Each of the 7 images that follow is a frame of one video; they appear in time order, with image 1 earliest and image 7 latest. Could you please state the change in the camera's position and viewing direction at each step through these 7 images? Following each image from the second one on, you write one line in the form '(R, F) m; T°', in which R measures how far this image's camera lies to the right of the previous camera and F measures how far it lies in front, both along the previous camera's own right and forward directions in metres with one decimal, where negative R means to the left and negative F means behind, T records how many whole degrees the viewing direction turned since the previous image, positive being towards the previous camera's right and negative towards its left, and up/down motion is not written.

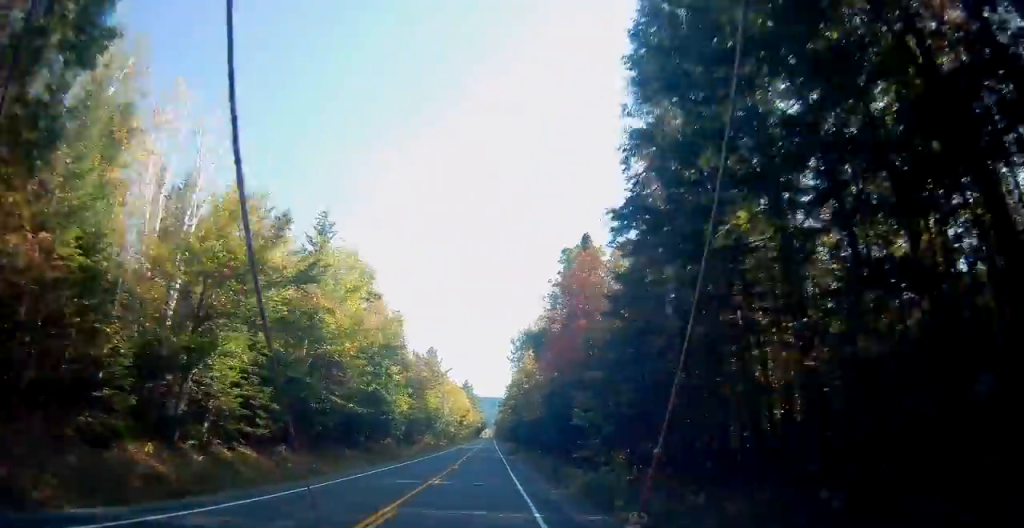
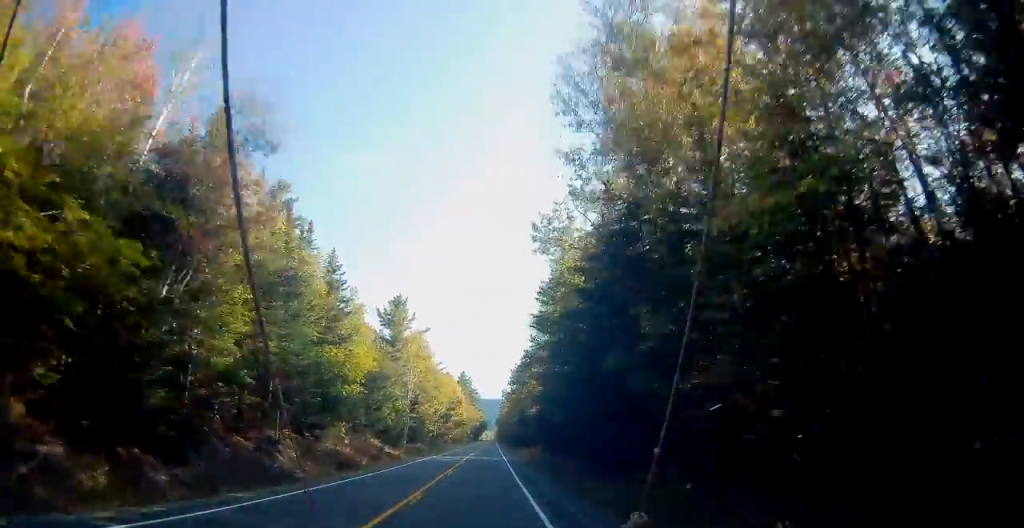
(+1.3, +57.2) m; +1°
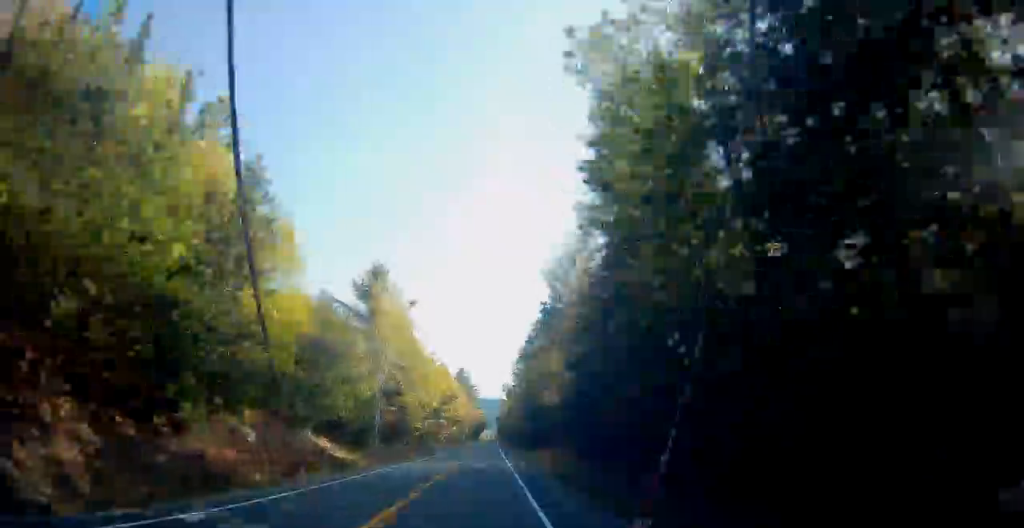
(-0.4, +17.9) m; -2°
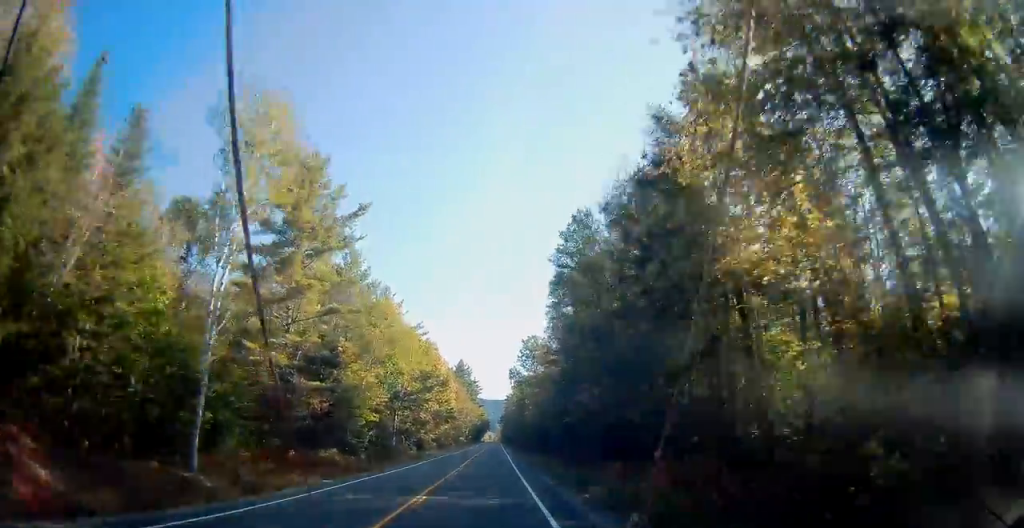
(-0.4, +32.3) m; -1°
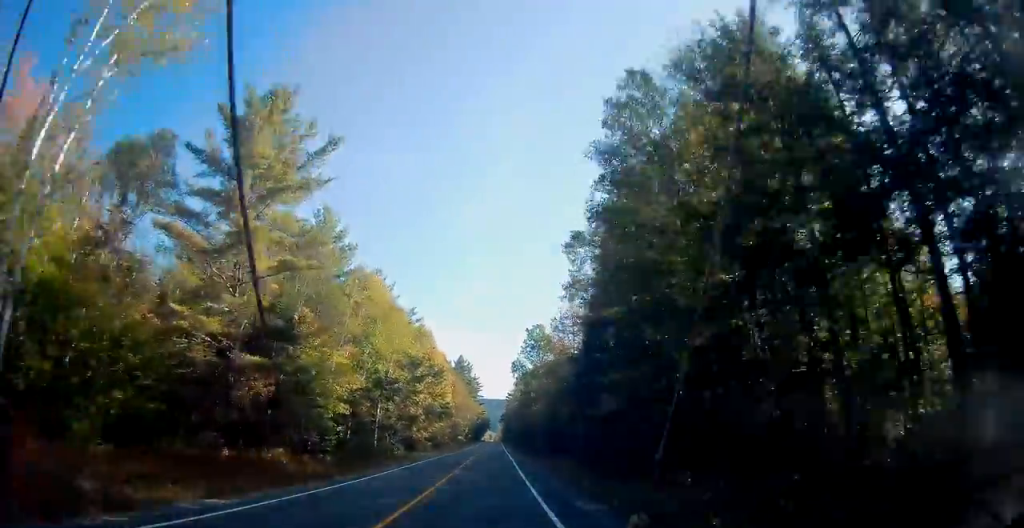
(+0.1, +10.5) m; 0°
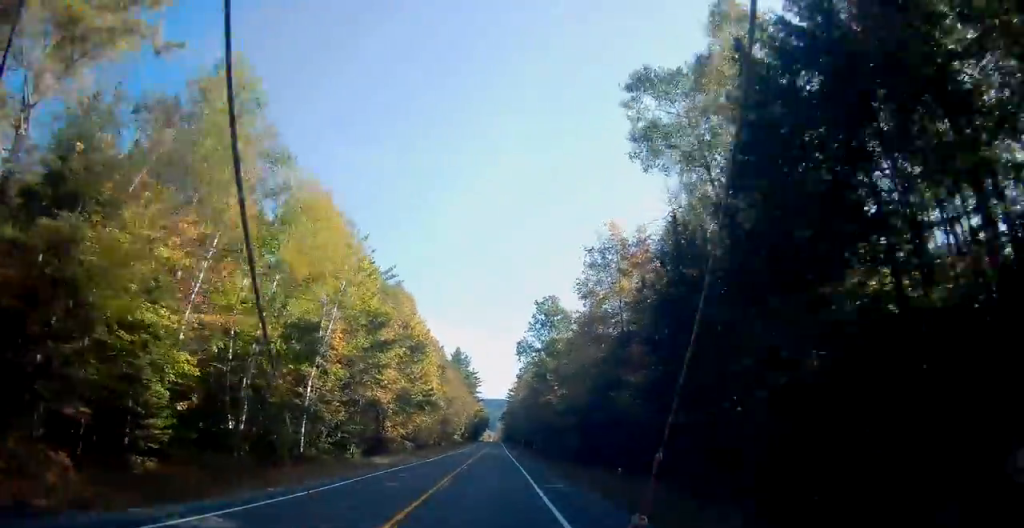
(+0.1, +20.9) m; 0°
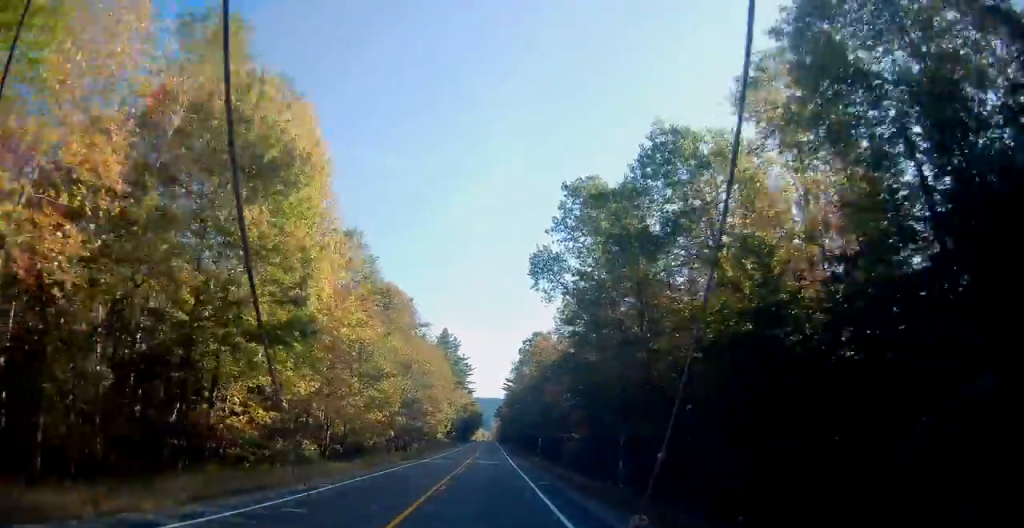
(-0.3, +38.5) m; 0°
